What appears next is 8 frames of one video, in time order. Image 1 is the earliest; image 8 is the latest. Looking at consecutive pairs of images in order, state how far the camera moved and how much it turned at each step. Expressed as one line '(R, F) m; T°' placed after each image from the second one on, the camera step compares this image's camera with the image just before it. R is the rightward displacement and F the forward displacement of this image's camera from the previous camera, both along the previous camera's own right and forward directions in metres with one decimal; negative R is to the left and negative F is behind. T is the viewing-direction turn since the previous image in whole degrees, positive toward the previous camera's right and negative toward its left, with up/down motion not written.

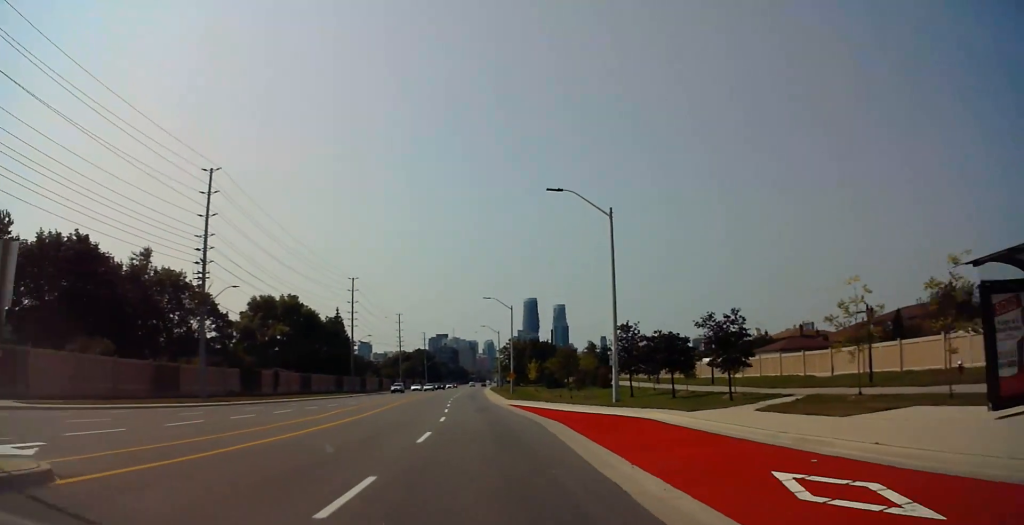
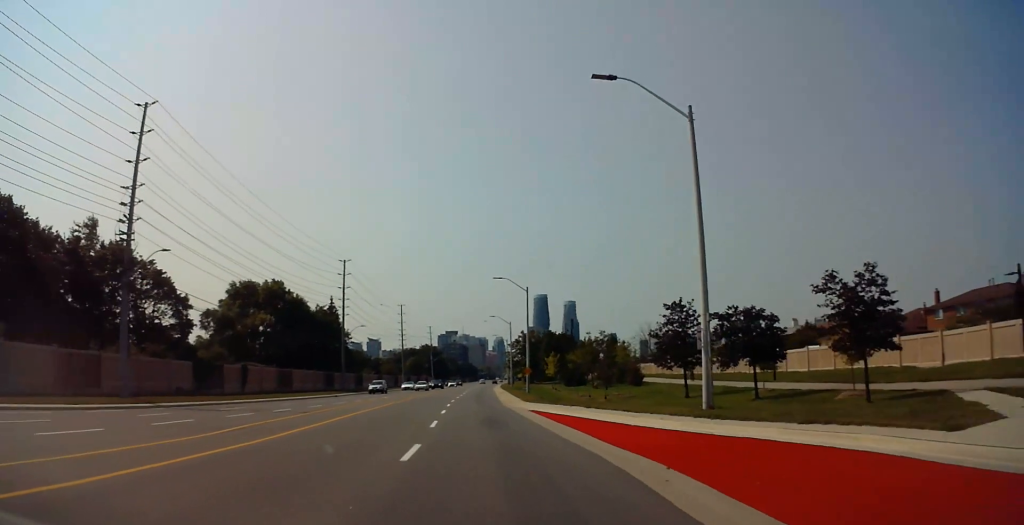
(-0.2, +13.3) m; -1°
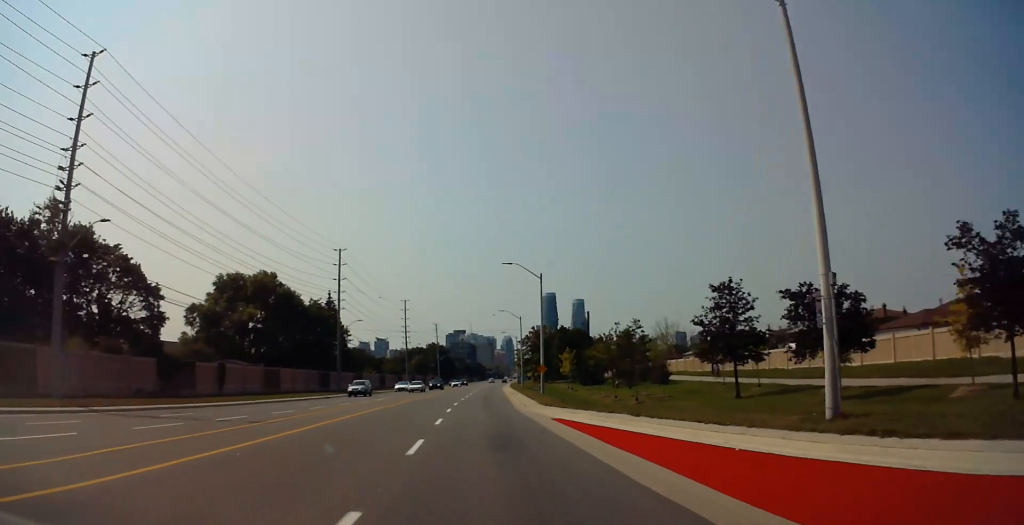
(0.0, +7.7) m; 0°
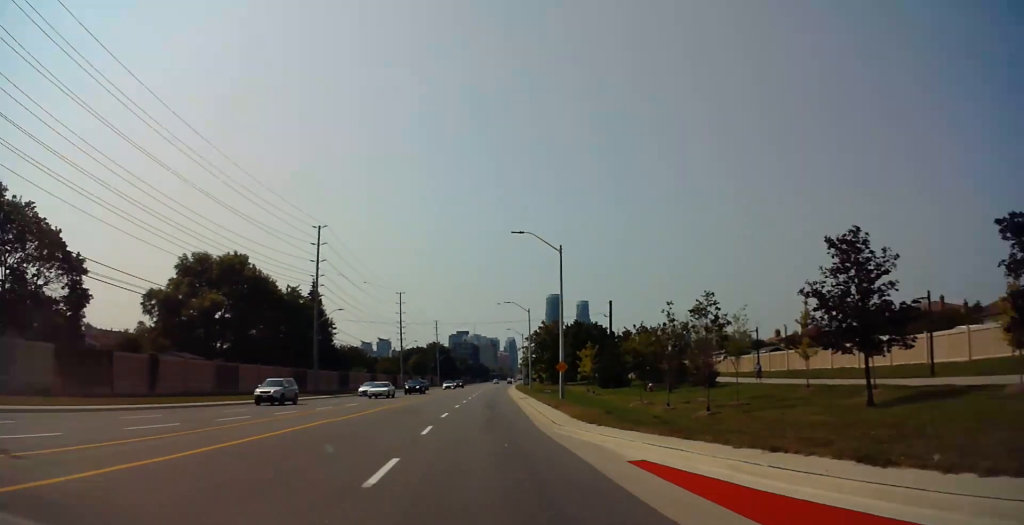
(0.0, +12.8) m; +1°
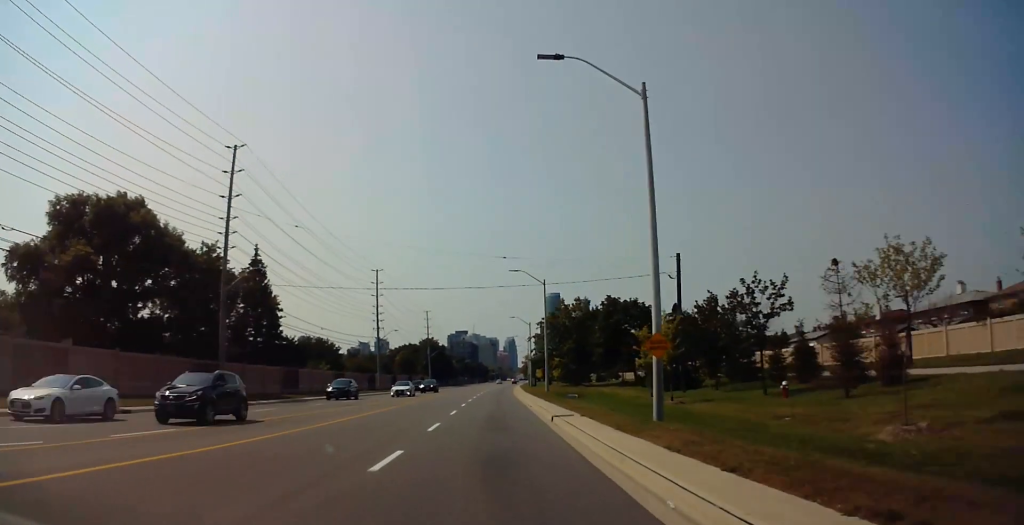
(+0.1, +25.0) m; -1°
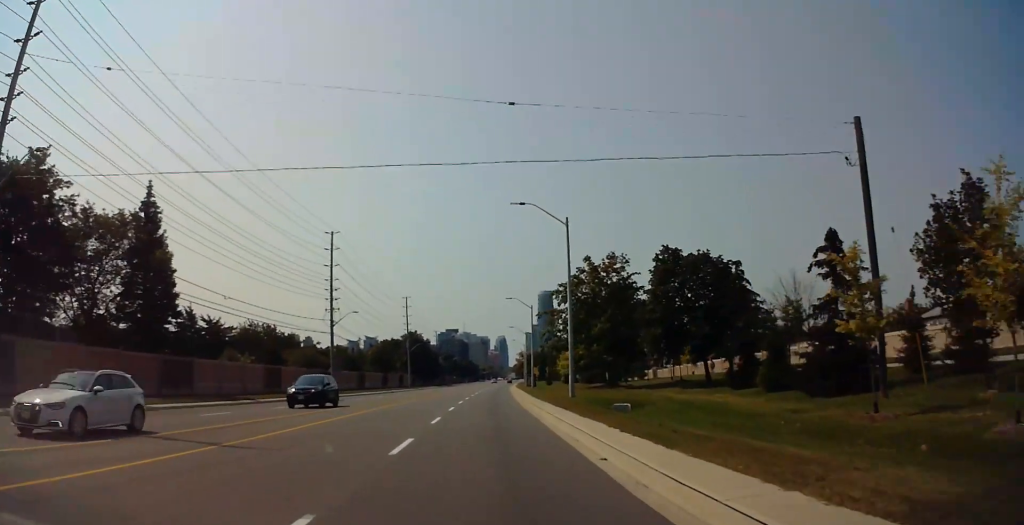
(-0.1, +23.4) m; 0°
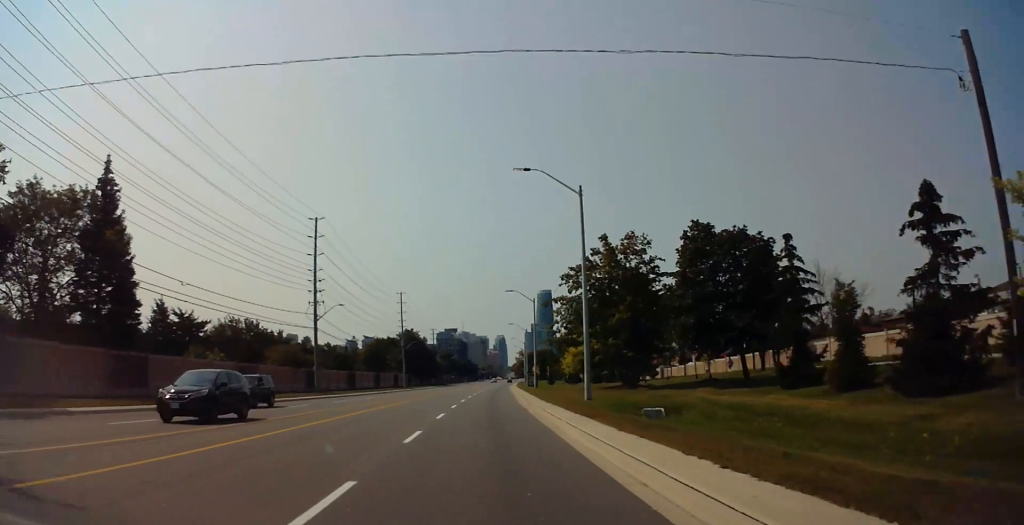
(0.0, +6.3) m; 0°
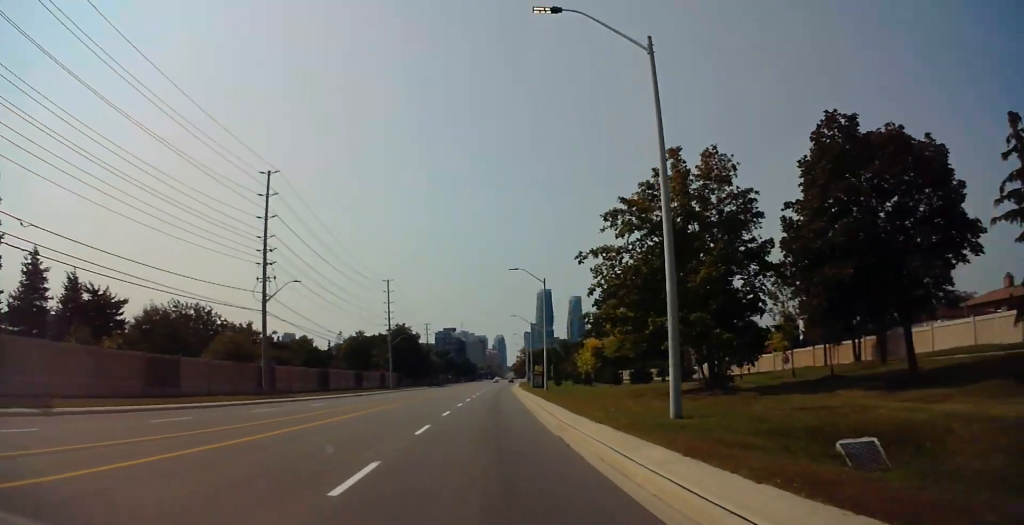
(0.0, +15.0) m; 0°
